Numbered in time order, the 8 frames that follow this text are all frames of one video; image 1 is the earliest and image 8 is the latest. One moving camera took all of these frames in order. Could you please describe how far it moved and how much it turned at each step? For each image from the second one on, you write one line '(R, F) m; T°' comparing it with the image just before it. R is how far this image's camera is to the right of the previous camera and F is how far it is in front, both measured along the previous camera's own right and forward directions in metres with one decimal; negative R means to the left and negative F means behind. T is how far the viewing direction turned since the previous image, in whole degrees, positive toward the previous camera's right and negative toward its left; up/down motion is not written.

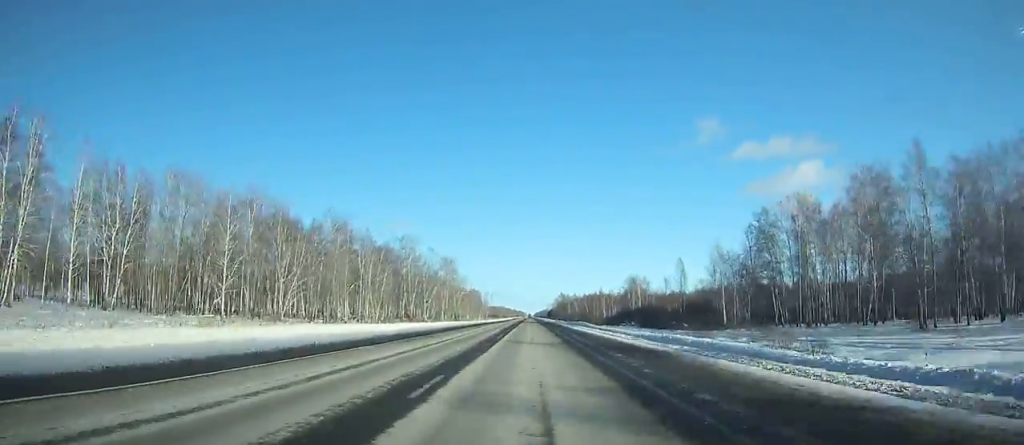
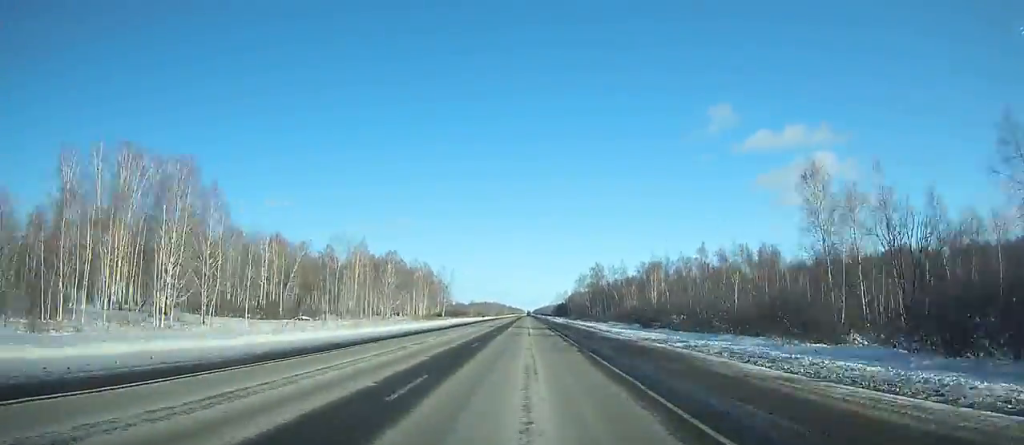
(+0.6, +219.5) m; 0°
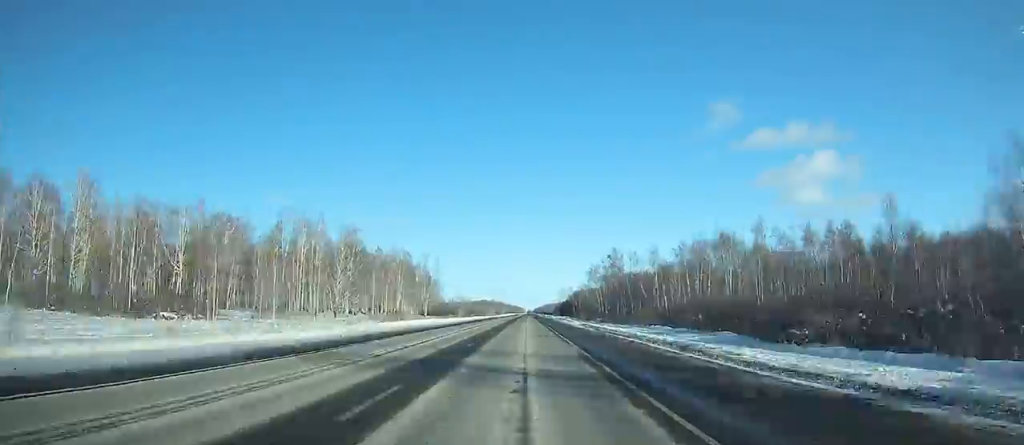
(-0.1, +37.5) m; 0°
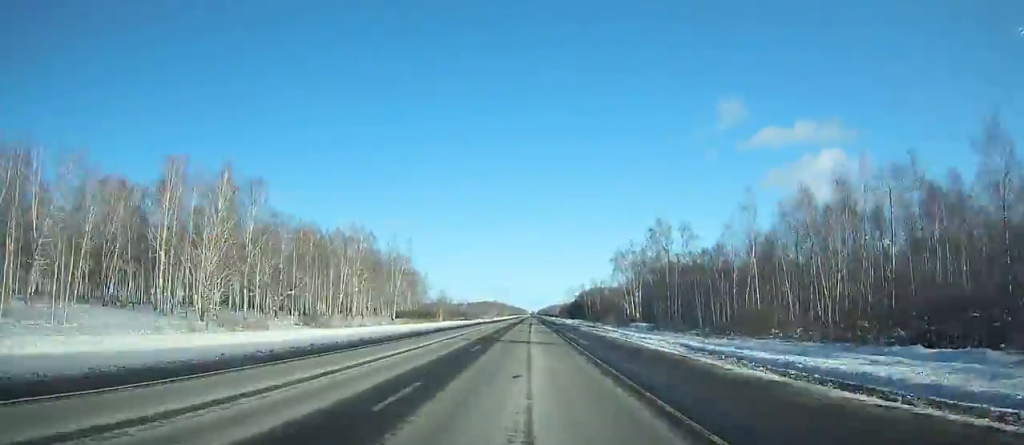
(0.0, +45.8) m; 0°
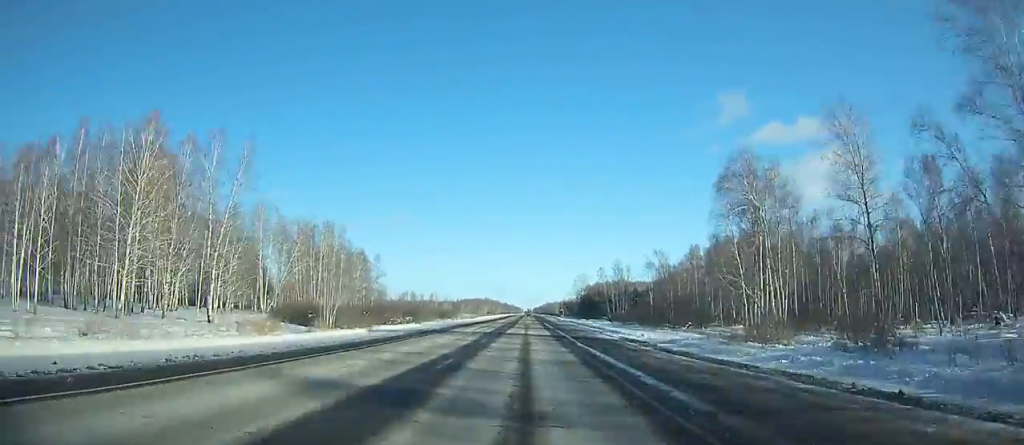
(-0.1, +79.1) m; 0°
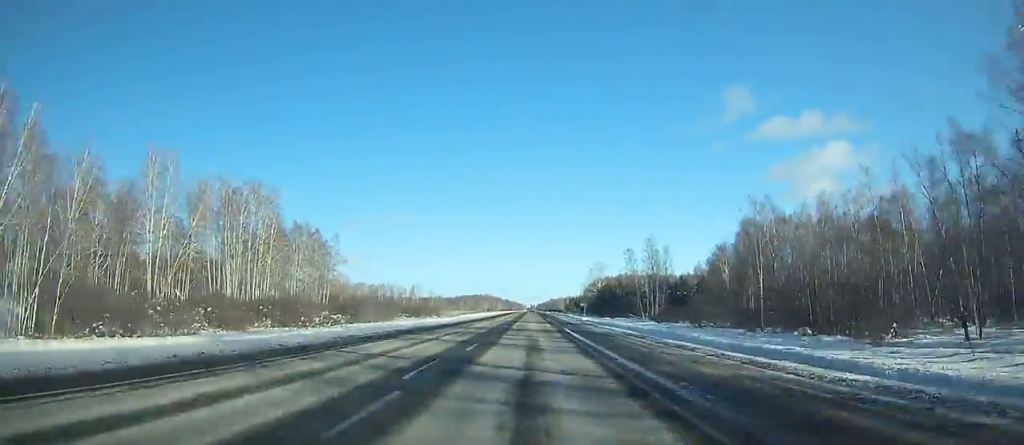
(0.0, +43.7) m; 0°
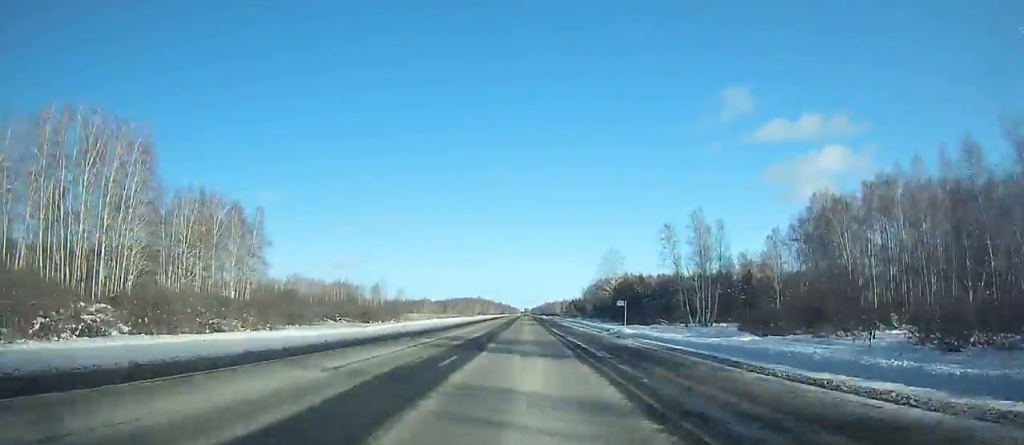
(+0.1, +40.1) m; 0°
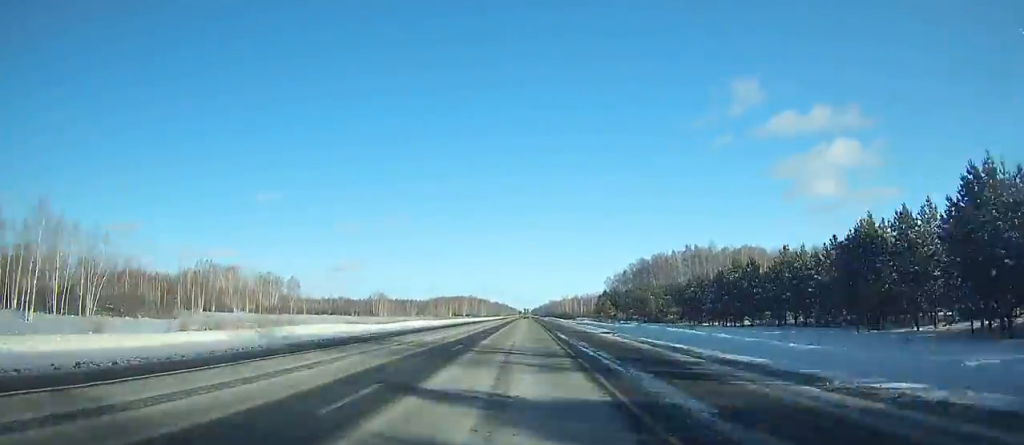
(+0.2, +119.8) m; 0°
